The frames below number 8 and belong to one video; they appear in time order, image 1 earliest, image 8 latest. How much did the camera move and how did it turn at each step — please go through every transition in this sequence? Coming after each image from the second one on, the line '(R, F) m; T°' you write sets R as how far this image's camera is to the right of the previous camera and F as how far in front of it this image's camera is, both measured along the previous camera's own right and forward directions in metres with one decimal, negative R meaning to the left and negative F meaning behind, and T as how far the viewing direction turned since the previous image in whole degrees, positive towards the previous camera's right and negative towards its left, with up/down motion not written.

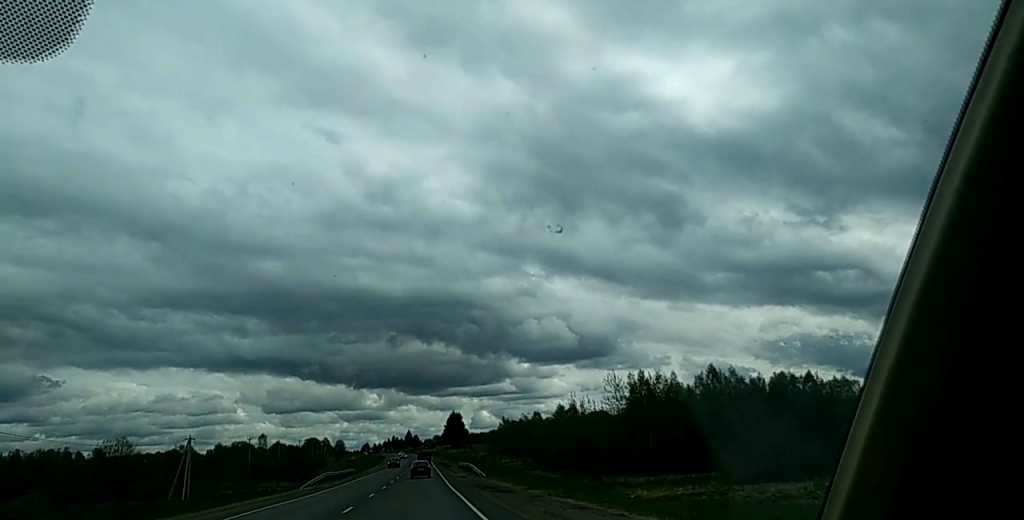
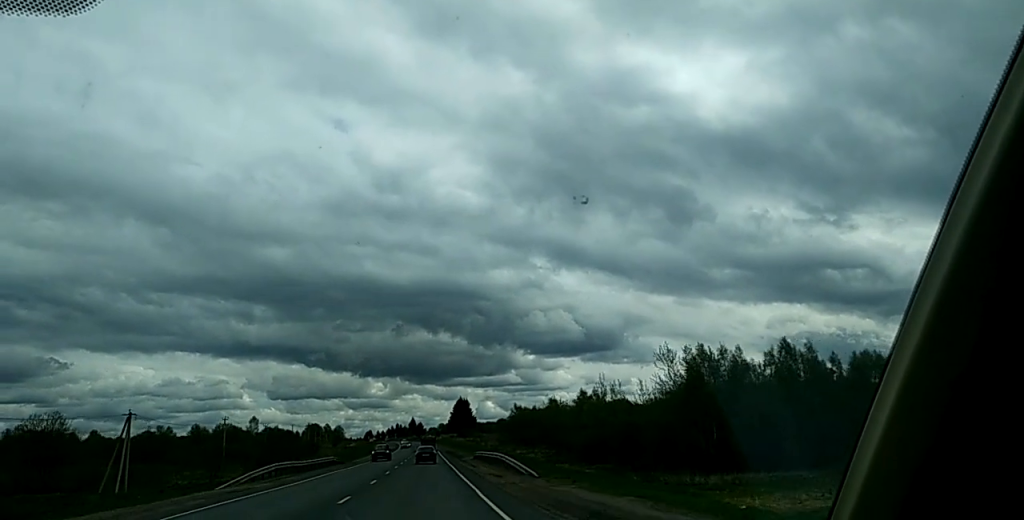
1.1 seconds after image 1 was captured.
(-0.5, +26.4) m; -1°
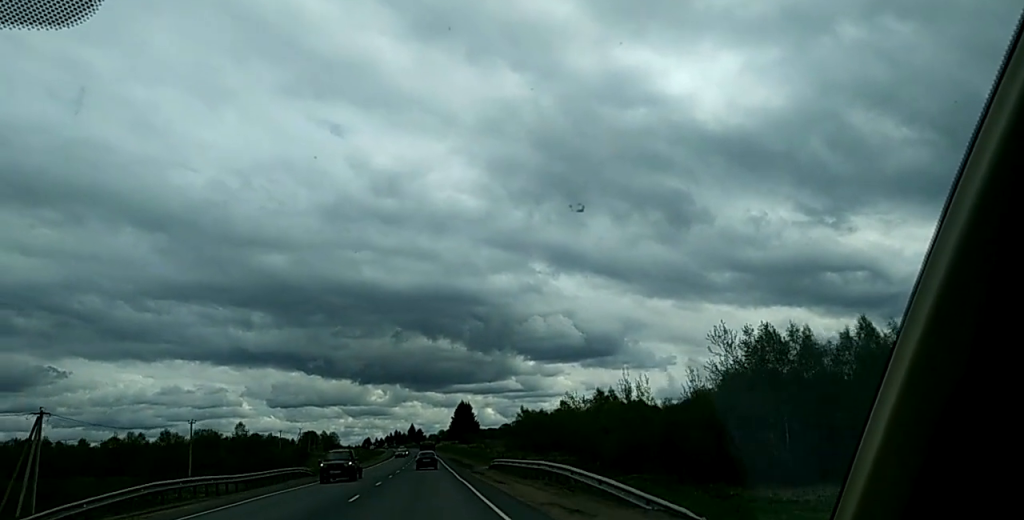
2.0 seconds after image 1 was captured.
(-0.2, +20.6) m; +1°
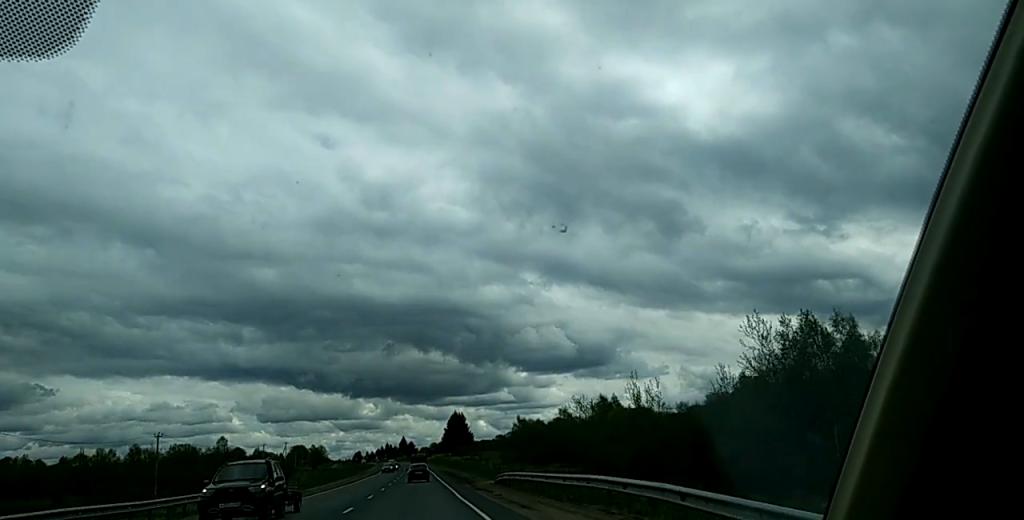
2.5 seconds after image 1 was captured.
(+0.4, +11.3) m; +1°
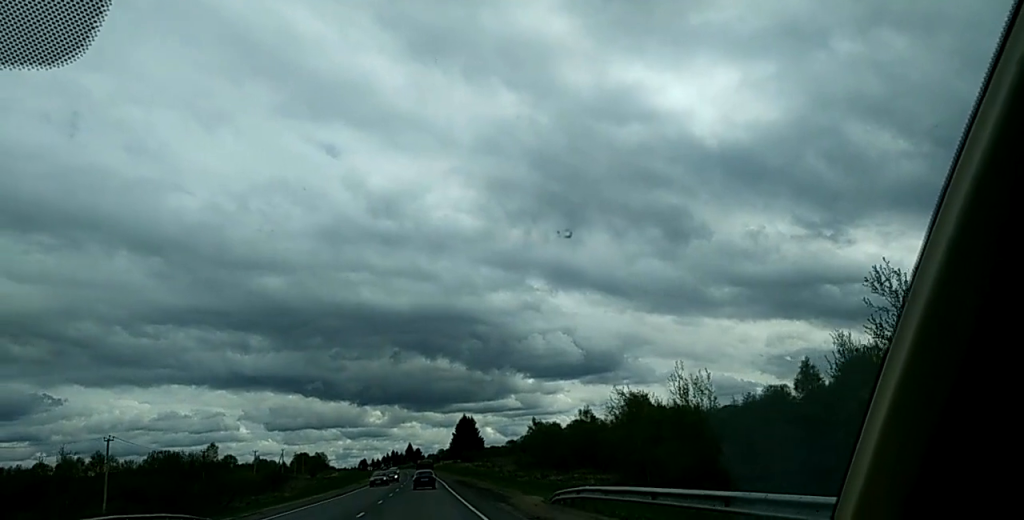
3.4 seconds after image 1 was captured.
(0.0, +21.6) m; 0°
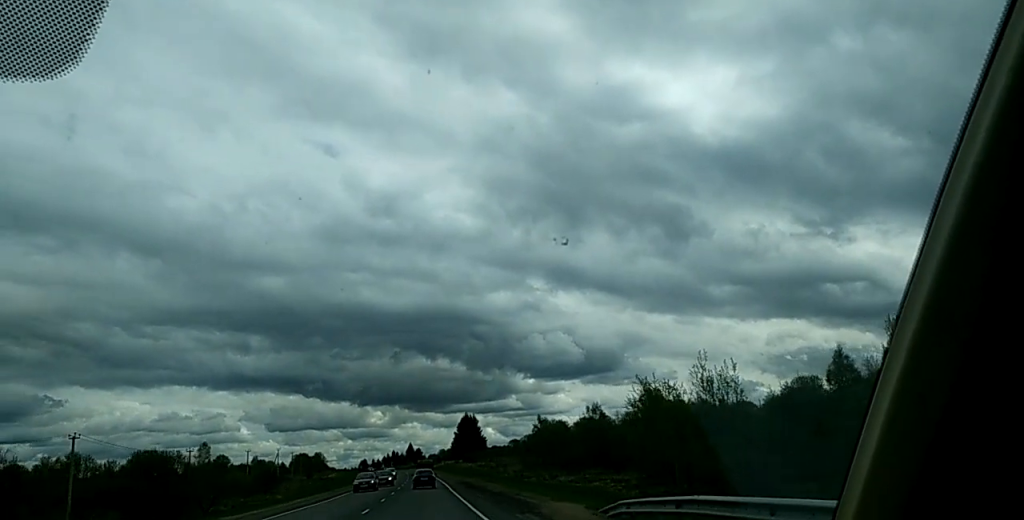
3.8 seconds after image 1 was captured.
(0.0, +9.4) m; 0°
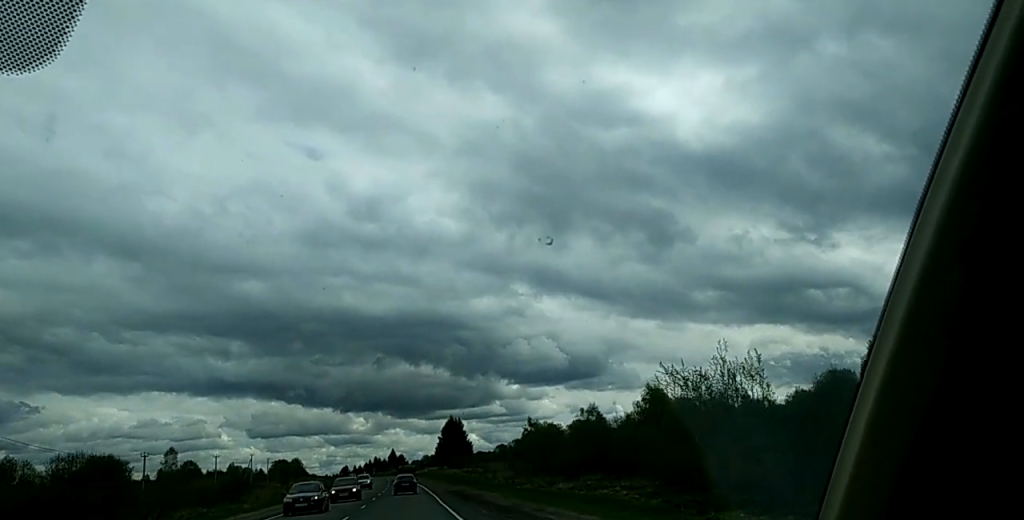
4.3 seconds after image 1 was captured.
(-0.1, +12.3) m; 0°
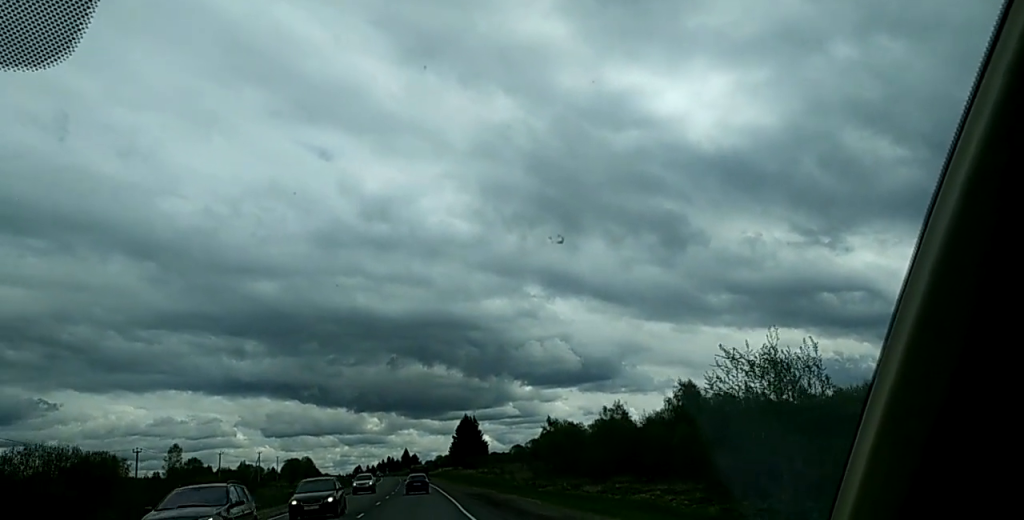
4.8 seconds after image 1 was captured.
(0.0, +10.4) m; 0°
